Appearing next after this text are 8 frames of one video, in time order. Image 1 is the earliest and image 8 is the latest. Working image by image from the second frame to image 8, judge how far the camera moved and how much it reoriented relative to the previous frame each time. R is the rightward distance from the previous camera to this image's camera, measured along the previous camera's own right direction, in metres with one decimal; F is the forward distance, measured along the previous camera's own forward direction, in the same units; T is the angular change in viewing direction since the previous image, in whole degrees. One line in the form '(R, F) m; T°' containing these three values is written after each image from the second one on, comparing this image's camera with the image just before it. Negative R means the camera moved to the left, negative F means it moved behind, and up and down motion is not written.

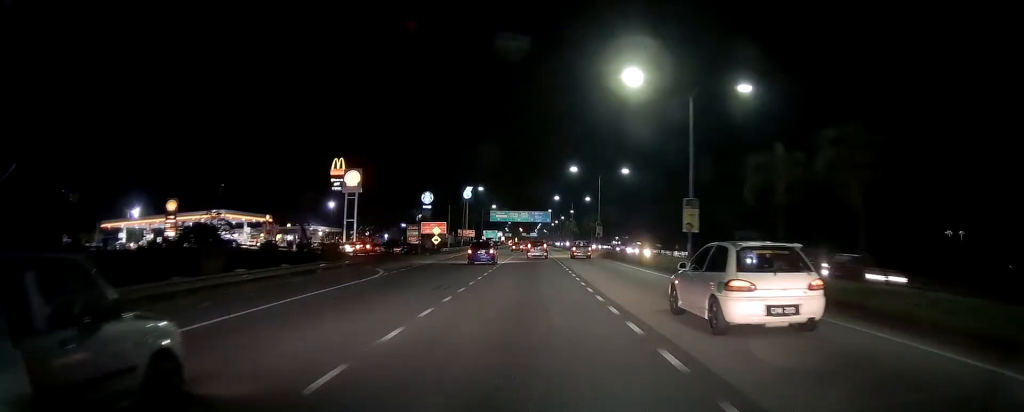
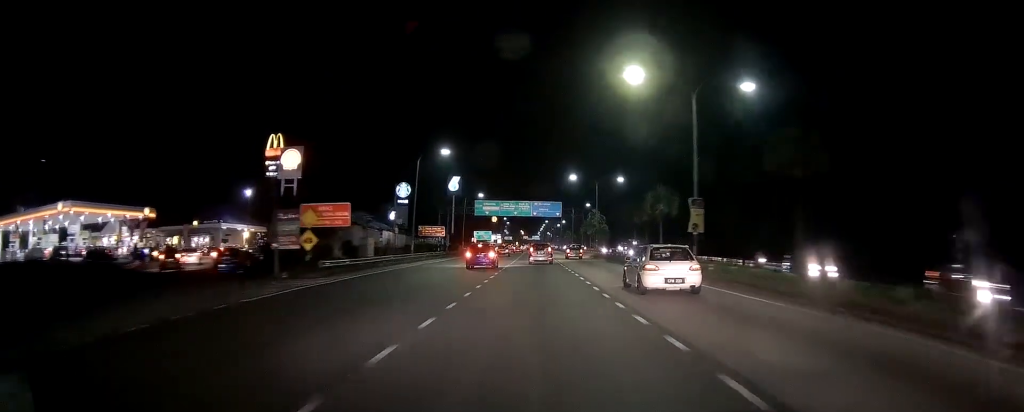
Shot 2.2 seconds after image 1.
(0.0, +41.3) m; 0°
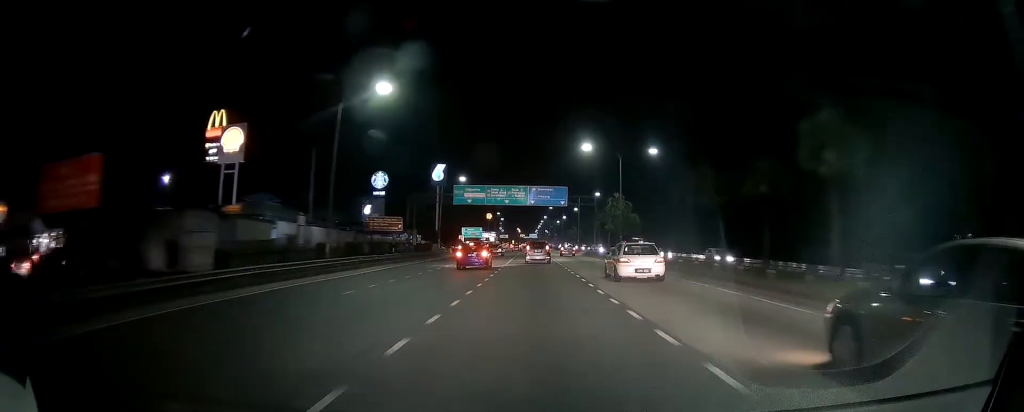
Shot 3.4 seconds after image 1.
(0.0, +22.9) m; 0°
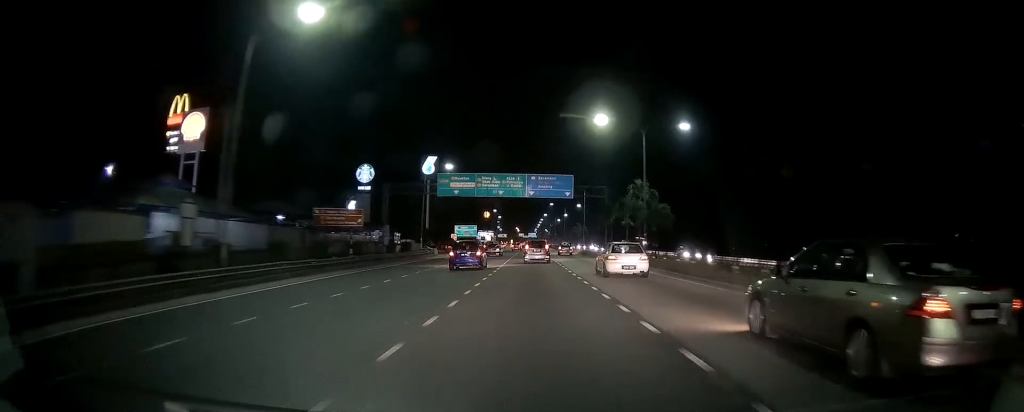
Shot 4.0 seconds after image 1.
(+0.1, +12.0) m; 0°
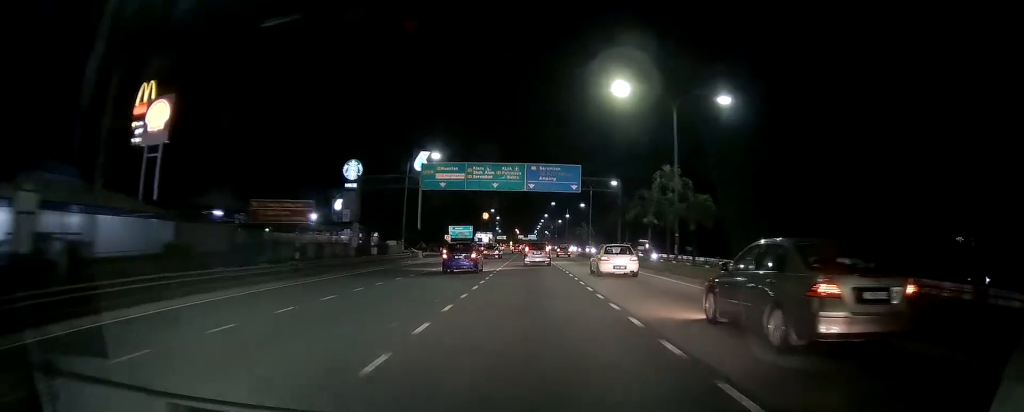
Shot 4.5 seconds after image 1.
(0.0, +9.4) m; 0°
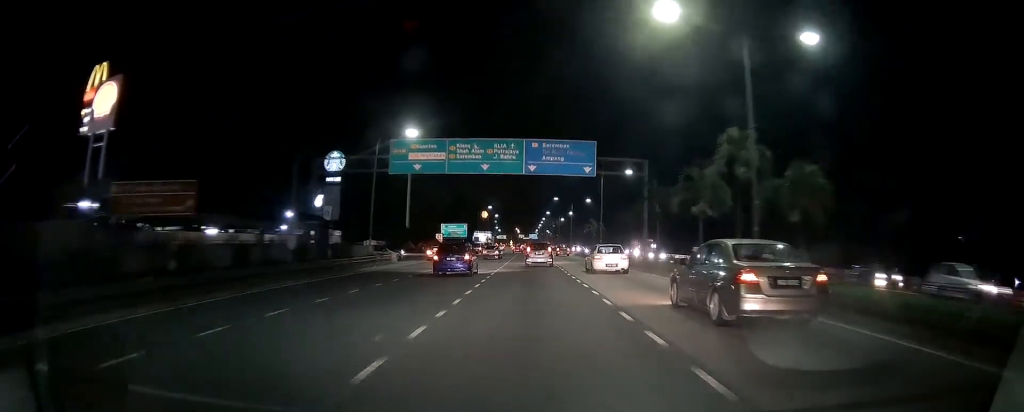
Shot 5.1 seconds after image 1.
(-0.1, +11.8) m; 0°
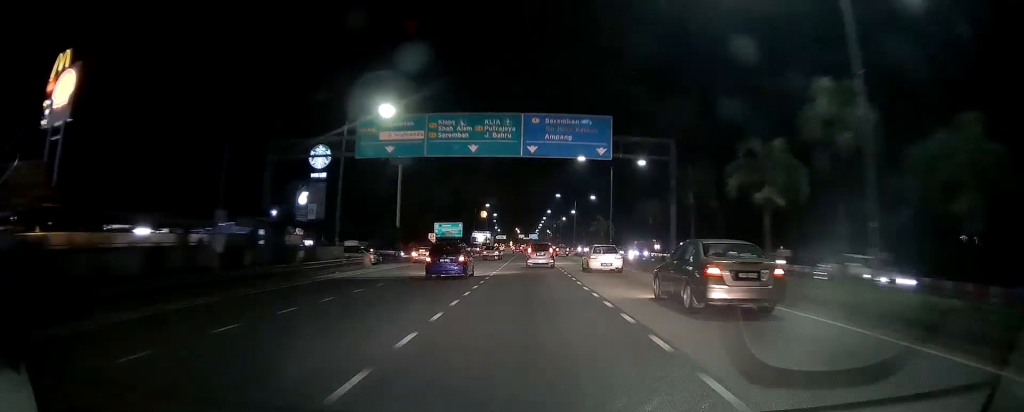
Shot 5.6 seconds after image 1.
(0.0, +8.0) m; 0°
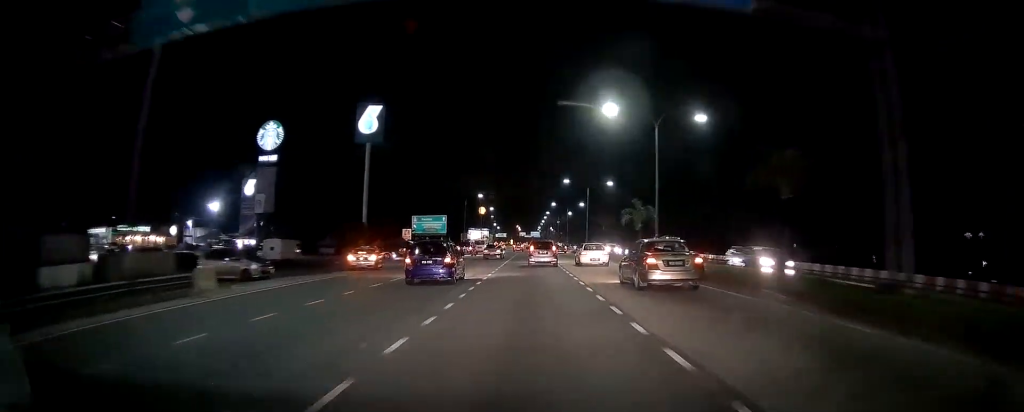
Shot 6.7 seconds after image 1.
(+0.1, +20.9) m; 0°
